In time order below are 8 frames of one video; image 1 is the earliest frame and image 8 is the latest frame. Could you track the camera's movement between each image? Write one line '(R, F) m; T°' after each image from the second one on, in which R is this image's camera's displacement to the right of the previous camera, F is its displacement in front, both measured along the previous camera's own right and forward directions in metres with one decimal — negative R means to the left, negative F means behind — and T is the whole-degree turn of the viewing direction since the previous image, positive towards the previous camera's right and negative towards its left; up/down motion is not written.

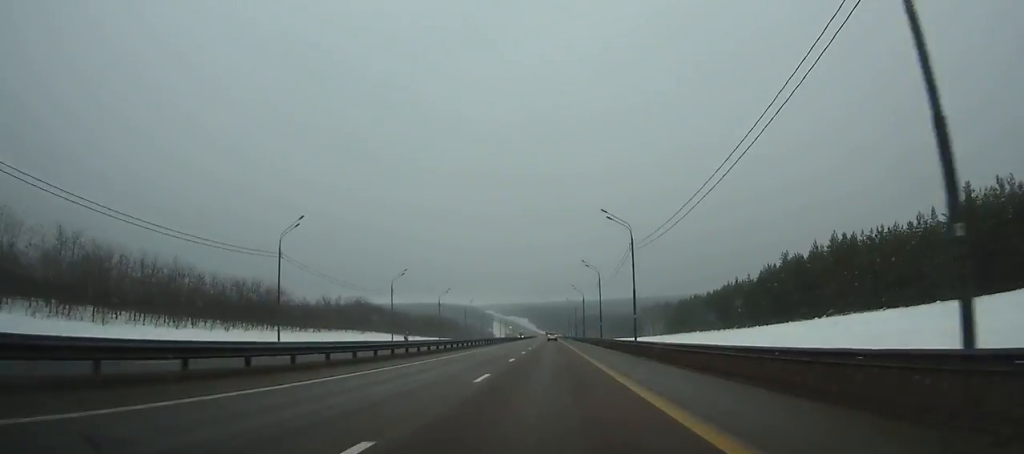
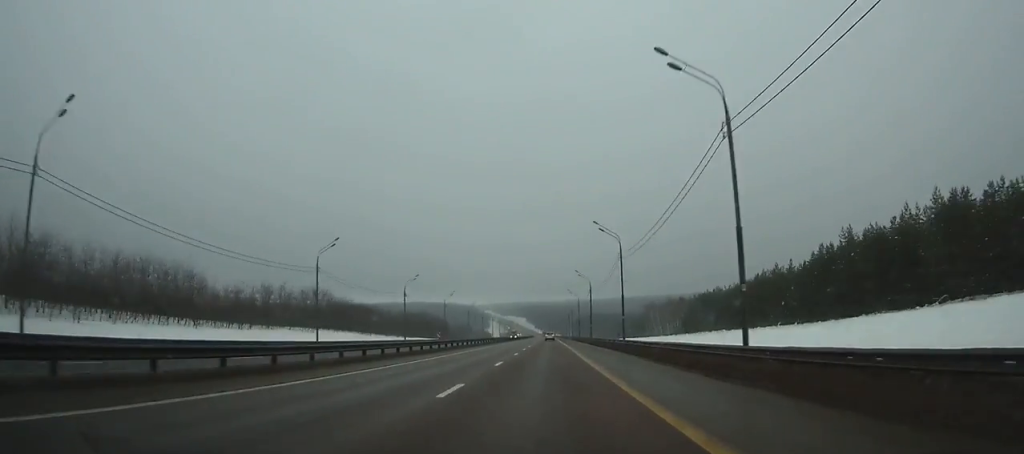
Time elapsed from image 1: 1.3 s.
(+0.1, +26.9) m; 0°
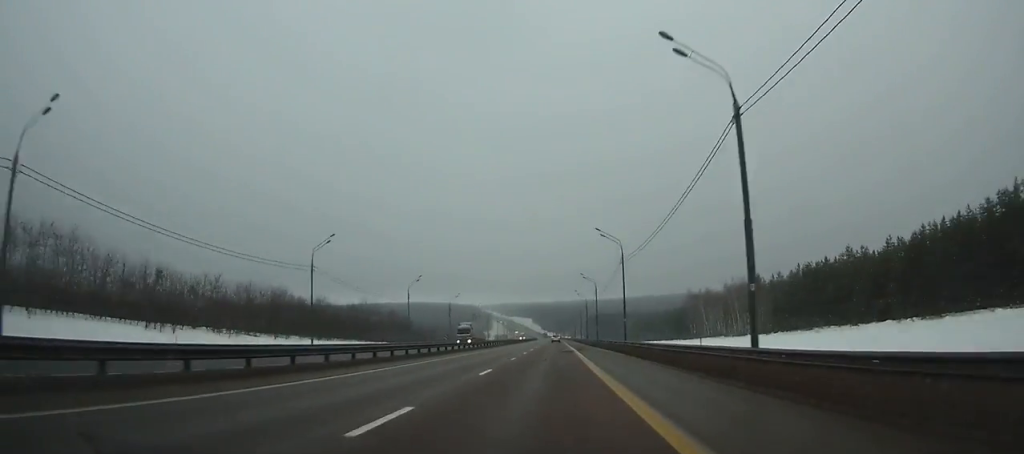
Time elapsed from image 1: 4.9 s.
(-0.2, +76.0) m; 0°
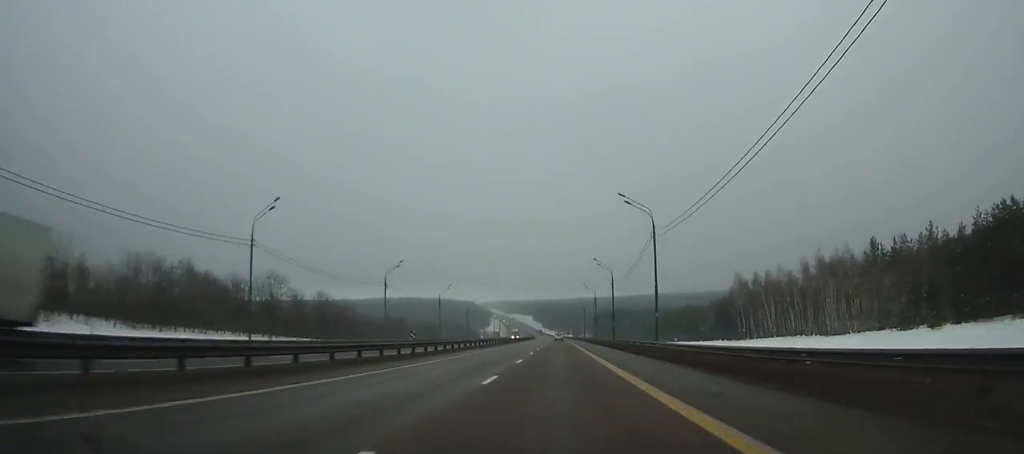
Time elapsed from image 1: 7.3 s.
(0.0, +52.7) m; 0°
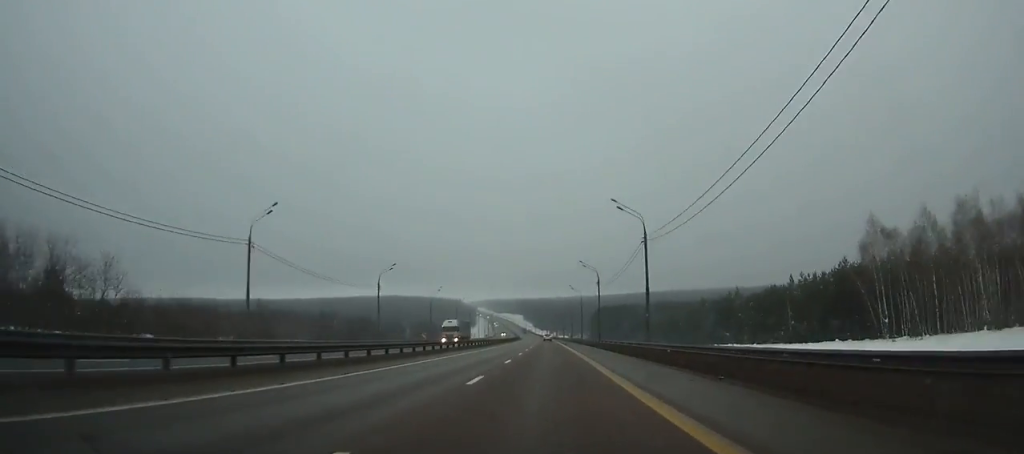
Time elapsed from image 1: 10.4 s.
(+0.3, +70.6) m; 0°
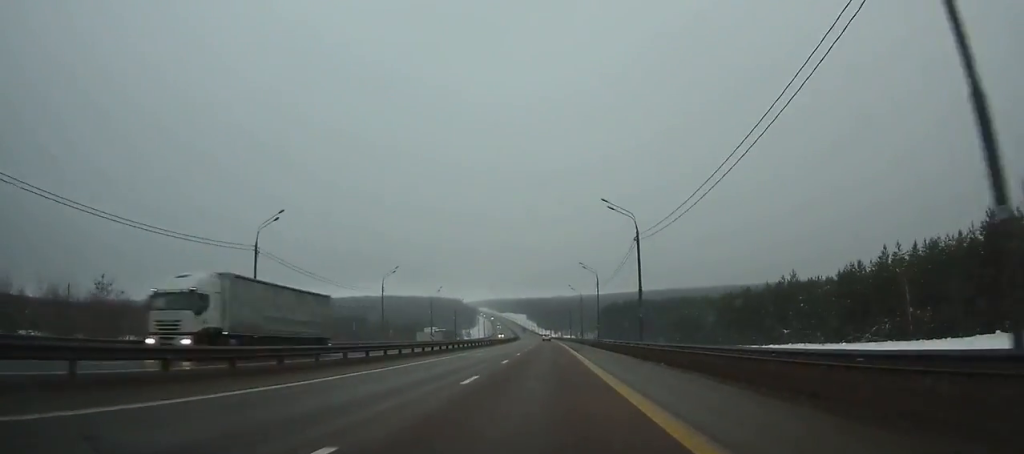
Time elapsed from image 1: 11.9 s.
(-0.1, +35.3) m; 0°
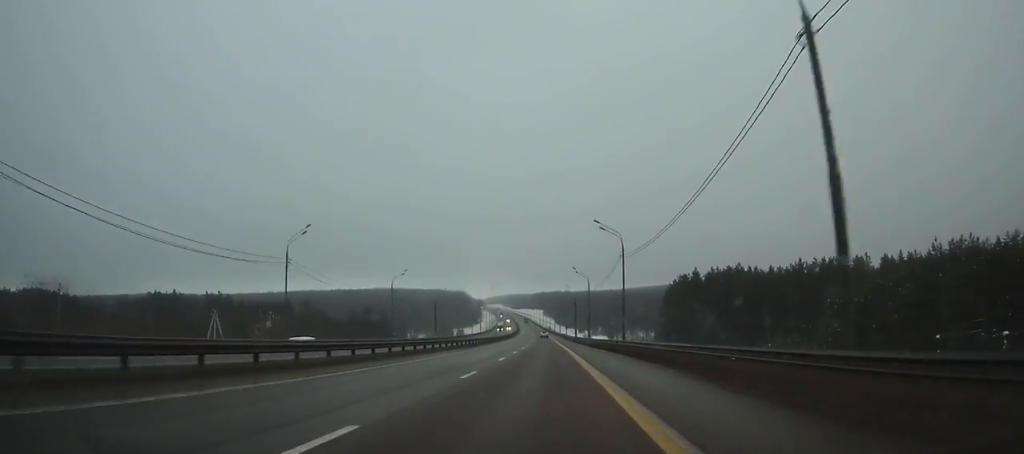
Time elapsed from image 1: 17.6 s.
(-2.8, +139.3) m; -3°
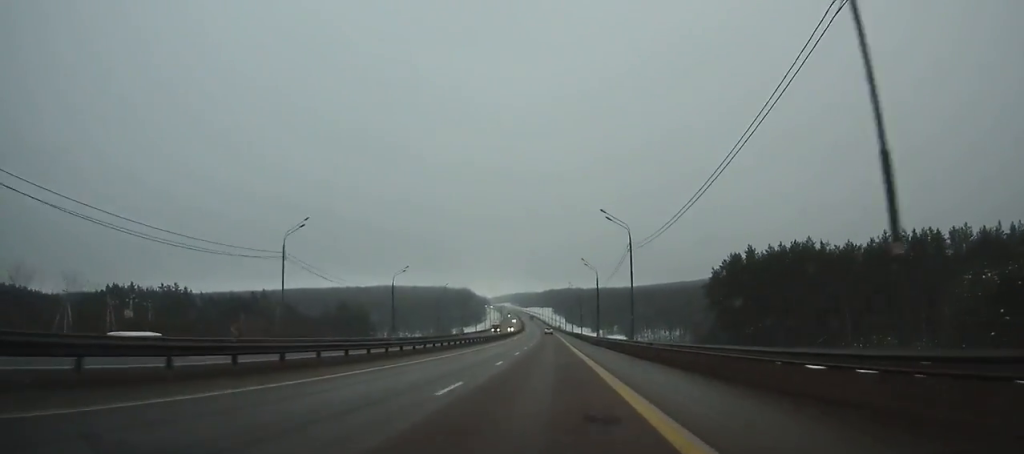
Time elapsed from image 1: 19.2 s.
(-0.3, +40.3) m; -1°
